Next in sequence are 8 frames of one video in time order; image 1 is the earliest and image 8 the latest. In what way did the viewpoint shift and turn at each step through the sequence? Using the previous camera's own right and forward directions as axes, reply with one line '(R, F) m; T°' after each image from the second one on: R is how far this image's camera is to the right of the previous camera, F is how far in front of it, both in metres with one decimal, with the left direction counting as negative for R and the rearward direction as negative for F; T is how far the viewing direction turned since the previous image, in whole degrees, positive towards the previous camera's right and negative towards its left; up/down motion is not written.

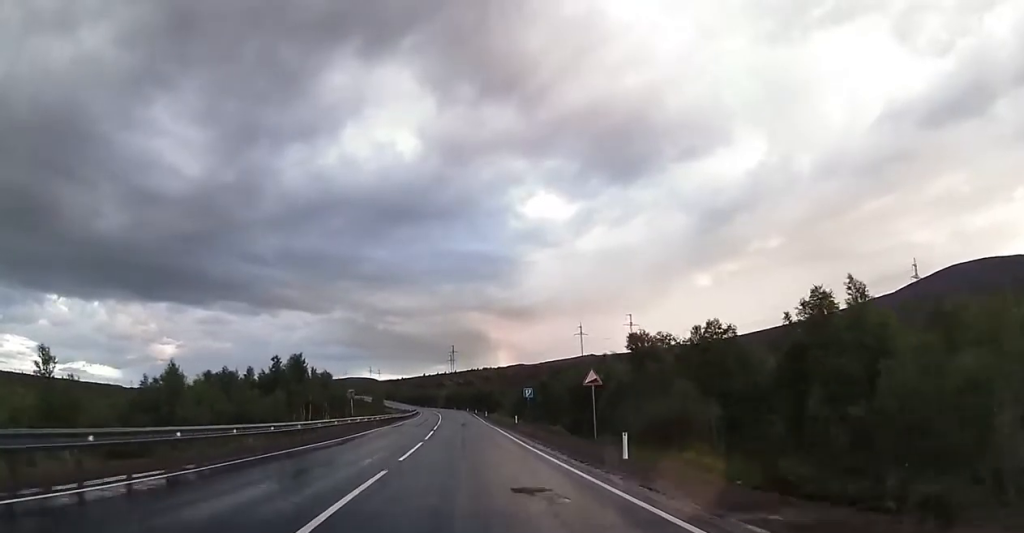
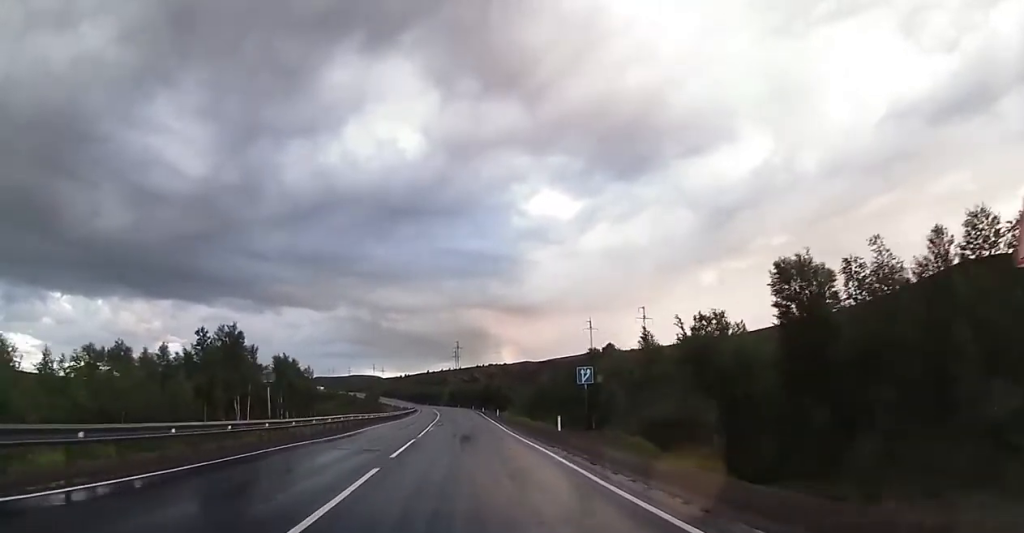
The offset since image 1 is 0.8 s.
(+0.1, +24.4) m; 0°
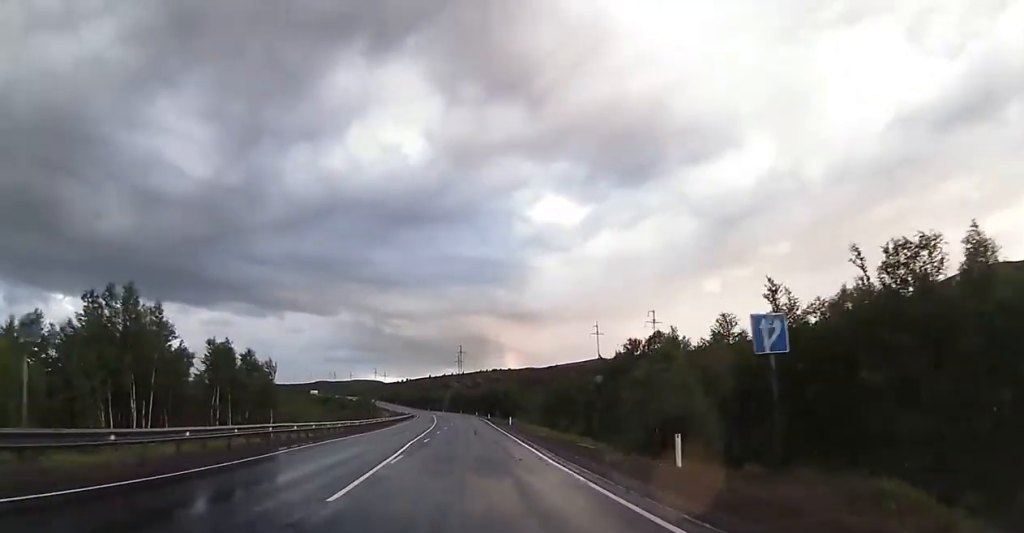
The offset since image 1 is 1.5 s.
(0.0, +18.4) m; 0°
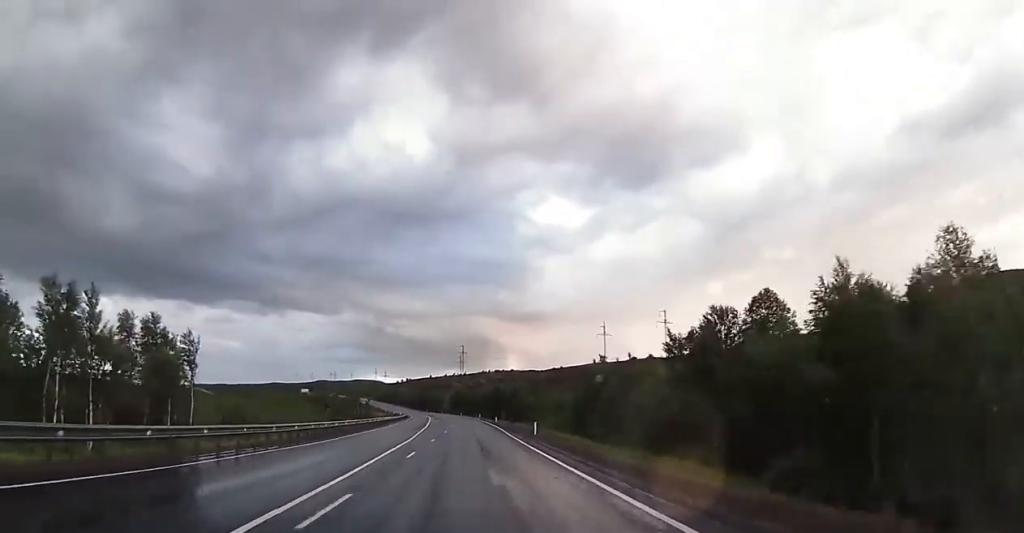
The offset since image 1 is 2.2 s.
(-0.2, +21.3) m; 0°
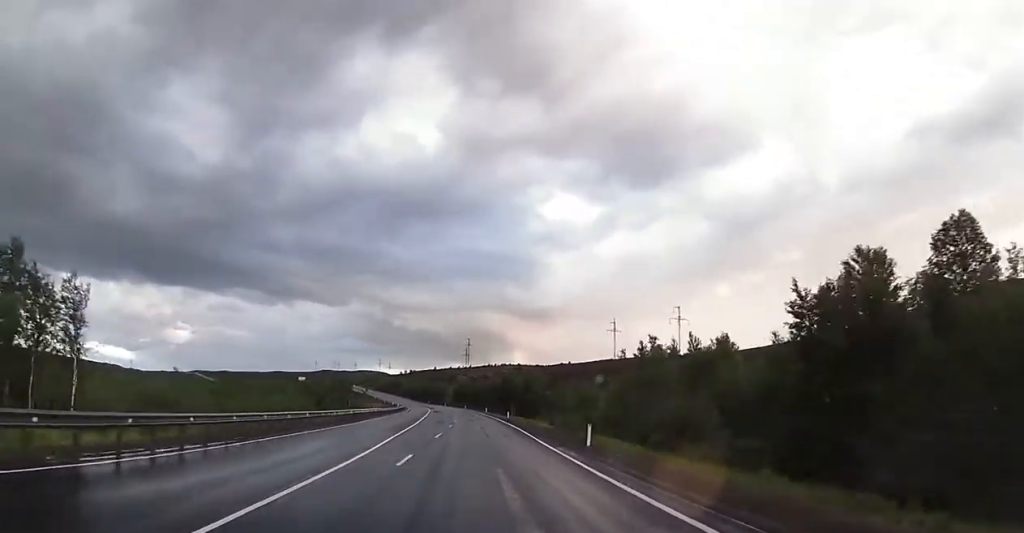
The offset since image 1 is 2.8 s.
(+0.1, +16.5) m; 0°
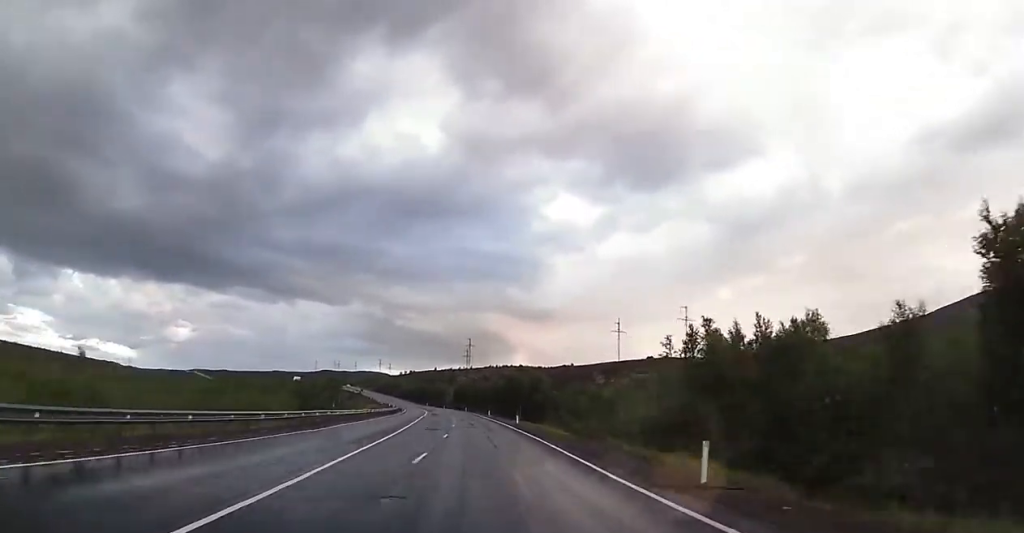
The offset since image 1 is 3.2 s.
(+0.1, +11.6) m; 0°
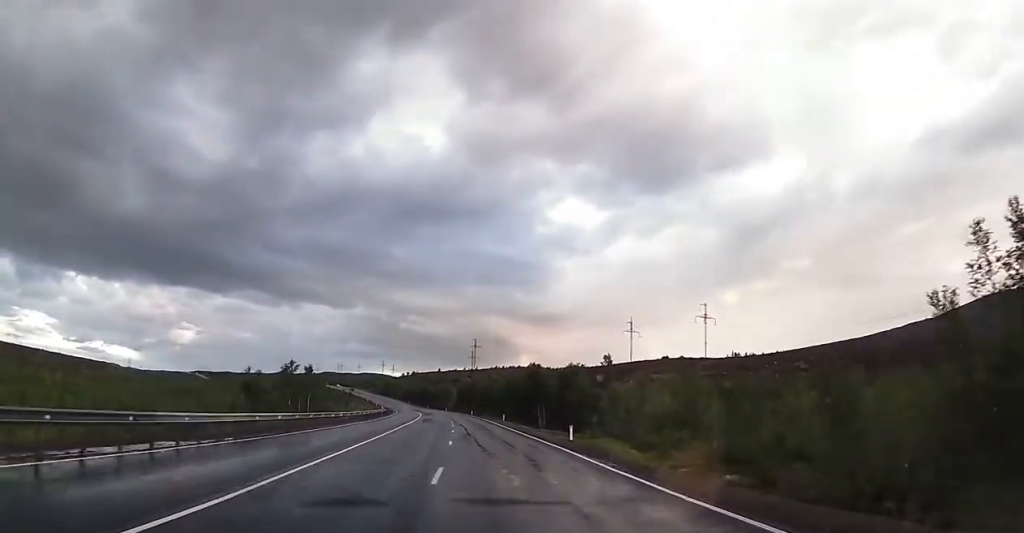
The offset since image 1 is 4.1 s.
(-0.4, +27.1) m; 0°
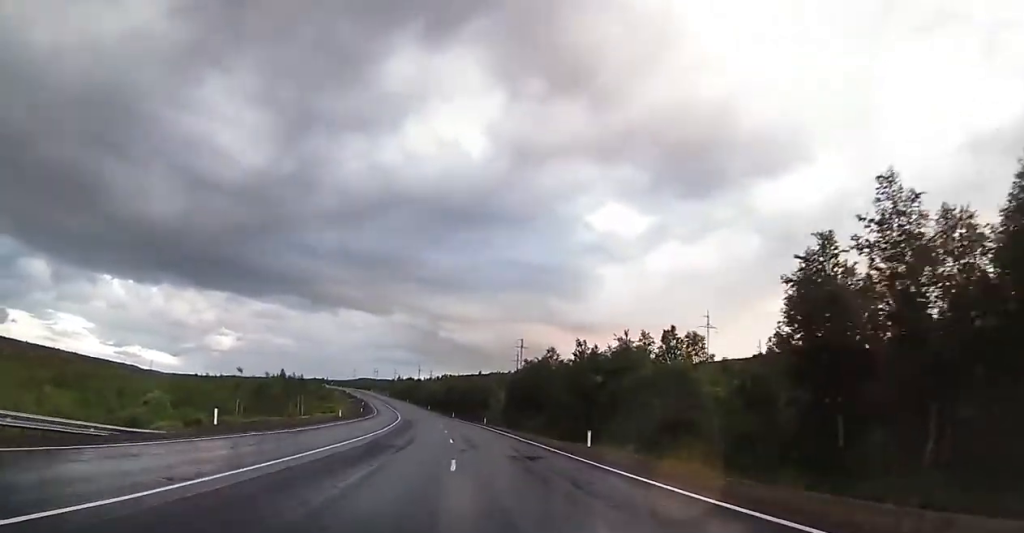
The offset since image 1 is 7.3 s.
(-1.2, +93.1) m; -2°
